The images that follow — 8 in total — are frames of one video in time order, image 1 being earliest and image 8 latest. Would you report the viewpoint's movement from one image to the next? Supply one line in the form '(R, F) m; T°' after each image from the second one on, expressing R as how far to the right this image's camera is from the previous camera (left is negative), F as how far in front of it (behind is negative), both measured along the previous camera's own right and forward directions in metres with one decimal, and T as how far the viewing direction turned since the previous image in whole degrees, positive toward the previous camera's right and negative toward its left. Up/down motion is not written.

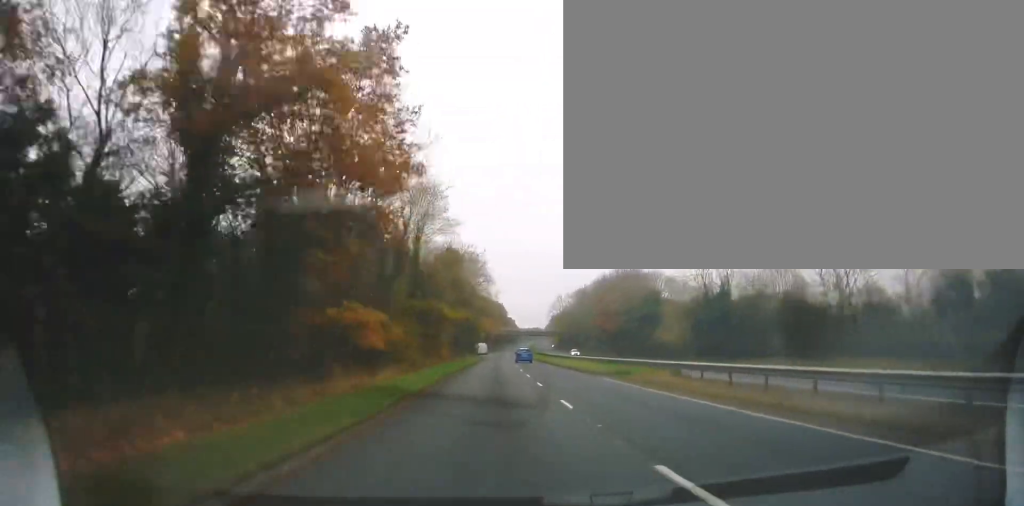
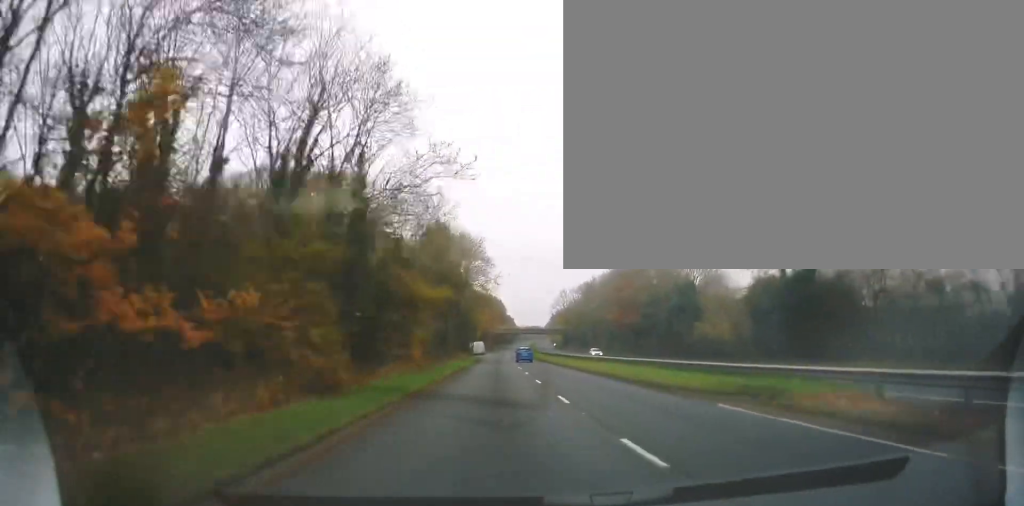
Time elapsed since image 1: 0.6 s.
(0.0, +15.9) m; 0°
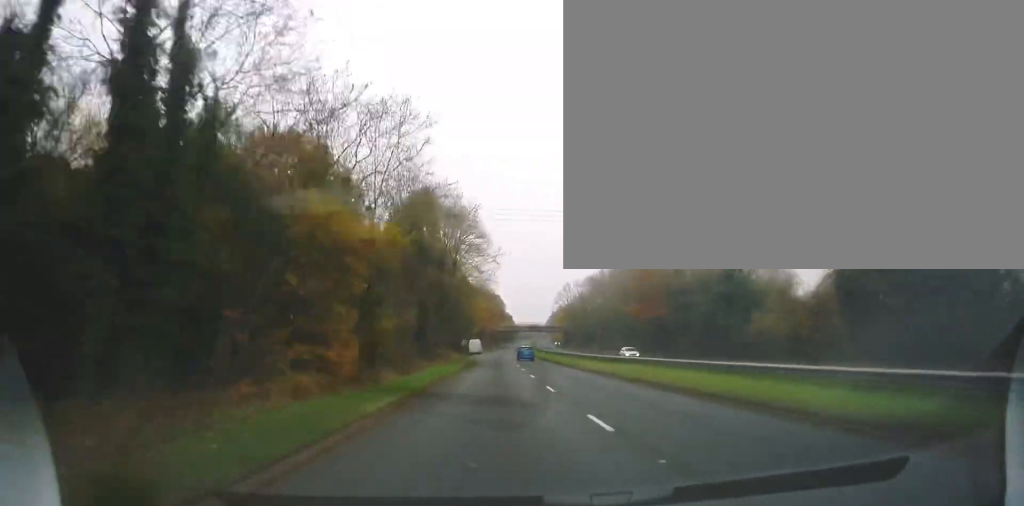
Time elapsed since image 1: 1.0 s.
(0.0, +13.2) m; 0°
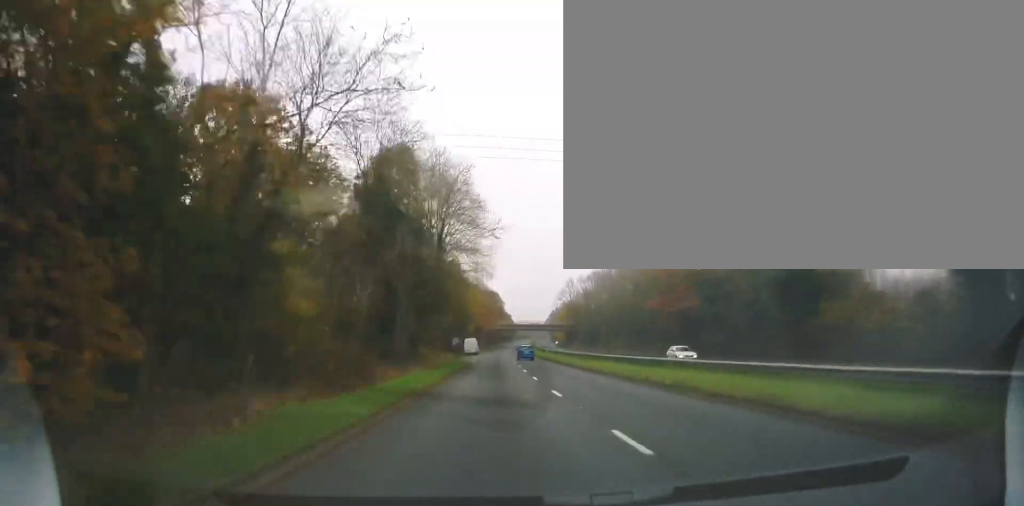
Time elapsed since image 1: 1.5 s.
(0.0, +12.3) m; 0°
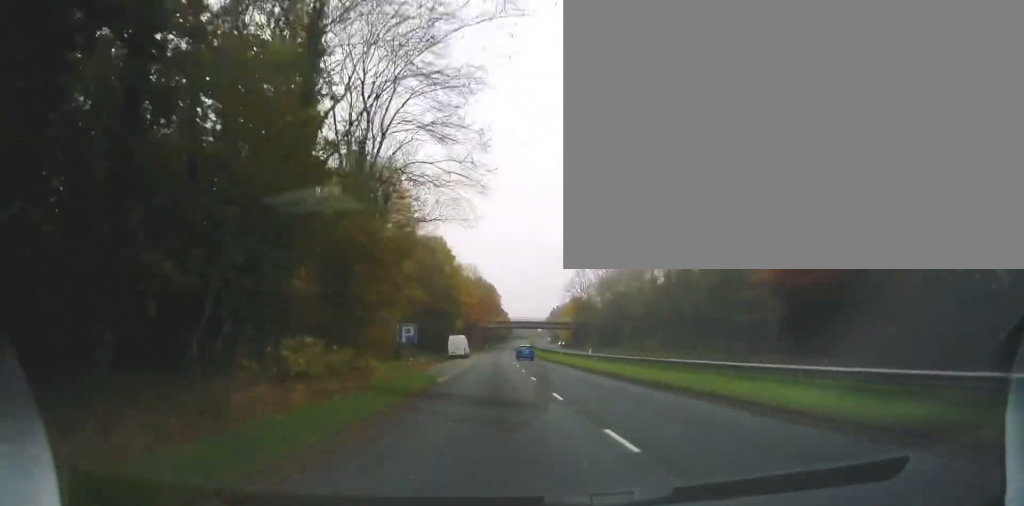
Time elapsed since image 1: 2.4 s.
(0.0, +26.4) m; 0°
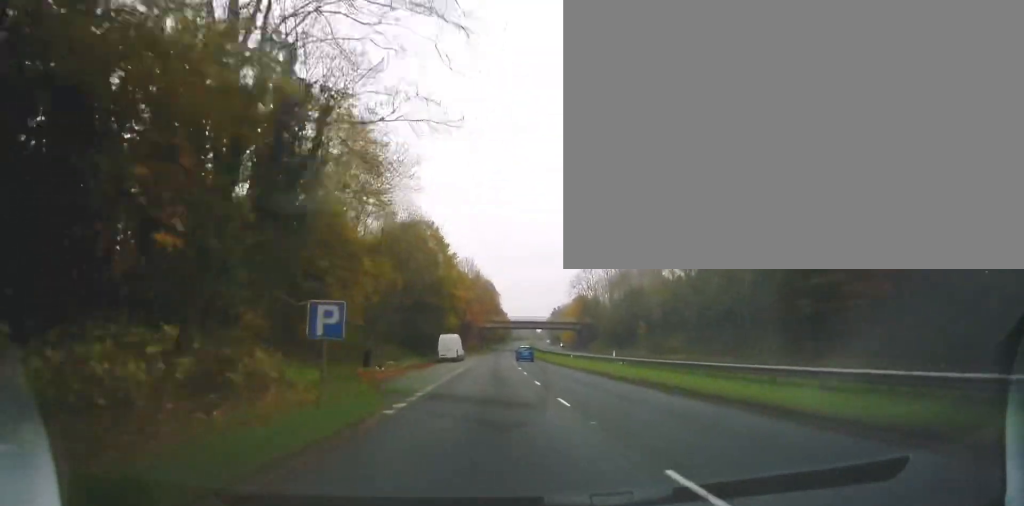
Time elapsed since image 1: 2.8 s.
(0.0, +11.3) m; 0°
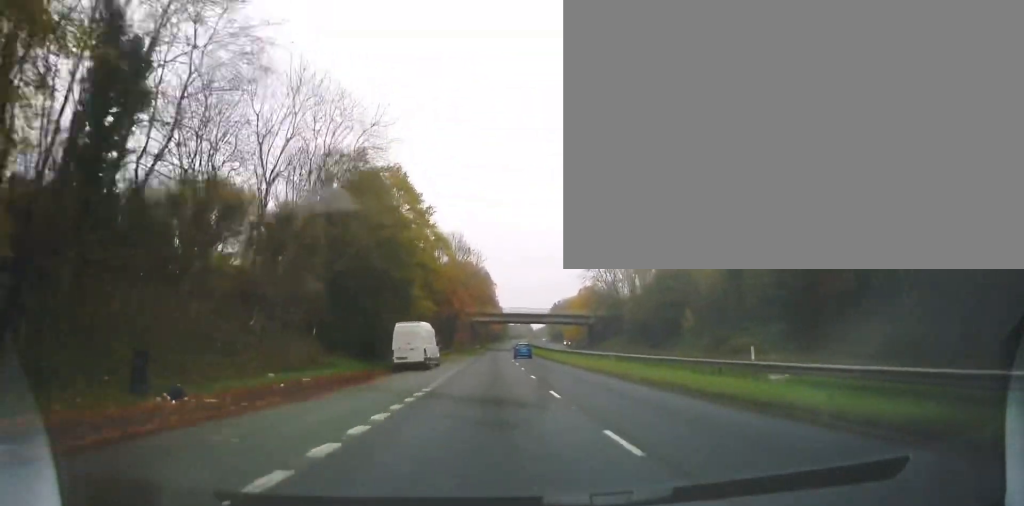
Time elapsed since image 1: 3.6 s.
(+0.2, +23.5) m; +1°
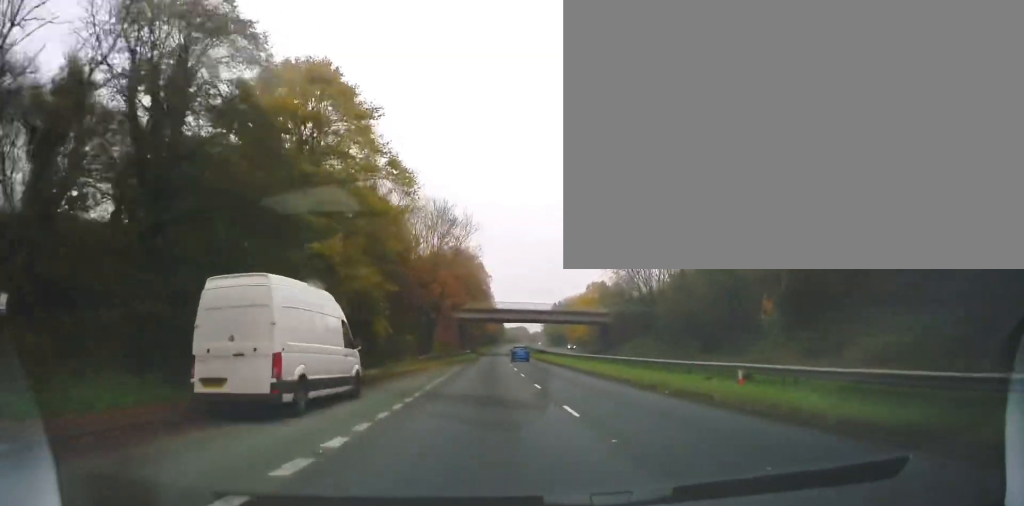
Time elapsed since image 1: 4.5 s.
(+0.1, +23.4) m; +1°
